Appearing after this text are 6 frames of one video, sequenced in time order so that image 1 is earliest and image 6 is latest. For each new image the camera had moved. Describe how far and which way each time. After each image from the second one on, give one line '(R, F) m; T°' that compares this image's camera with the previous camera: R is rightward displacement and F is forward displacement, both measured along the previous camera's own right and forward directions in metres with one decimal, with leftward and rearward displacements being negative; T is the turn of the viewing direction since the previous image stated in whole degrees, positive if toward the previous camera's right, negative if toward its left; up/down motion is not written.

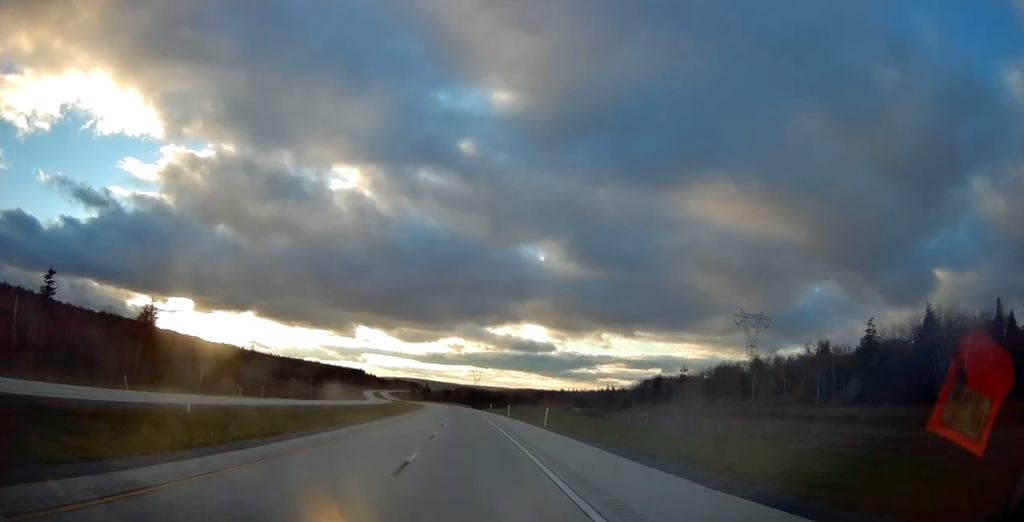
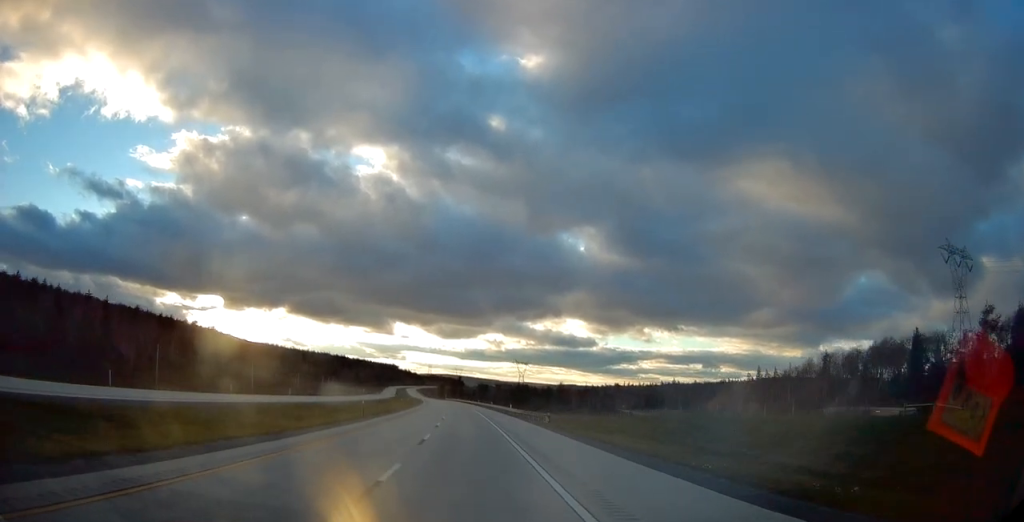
(-4.4, +127.0) m; -4°
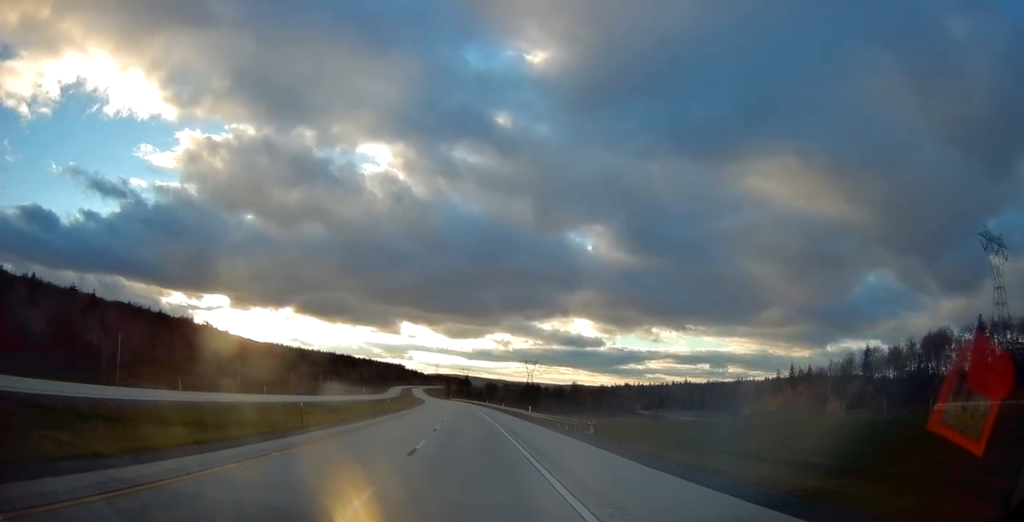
(-0.1, +16.6) m; 0°
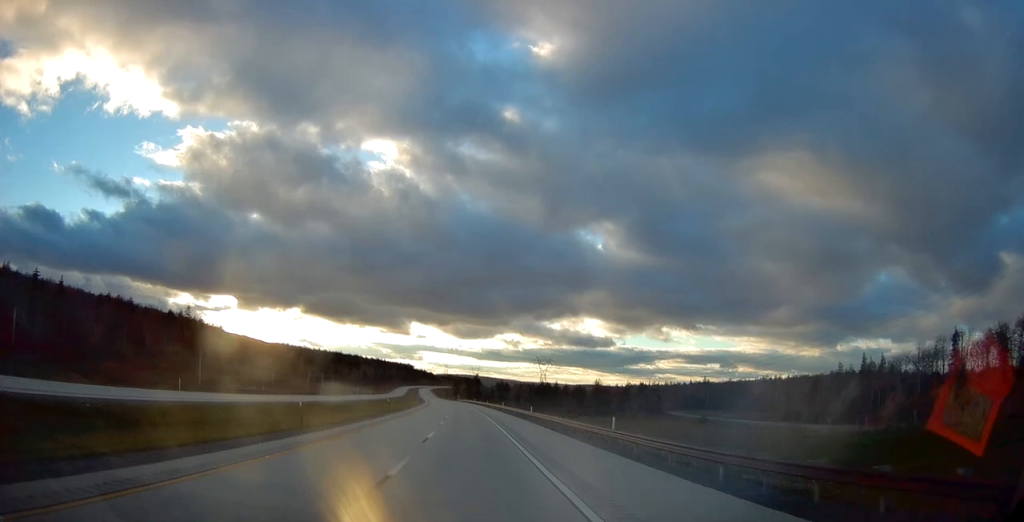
(-0.2, +31.1) m; -1°
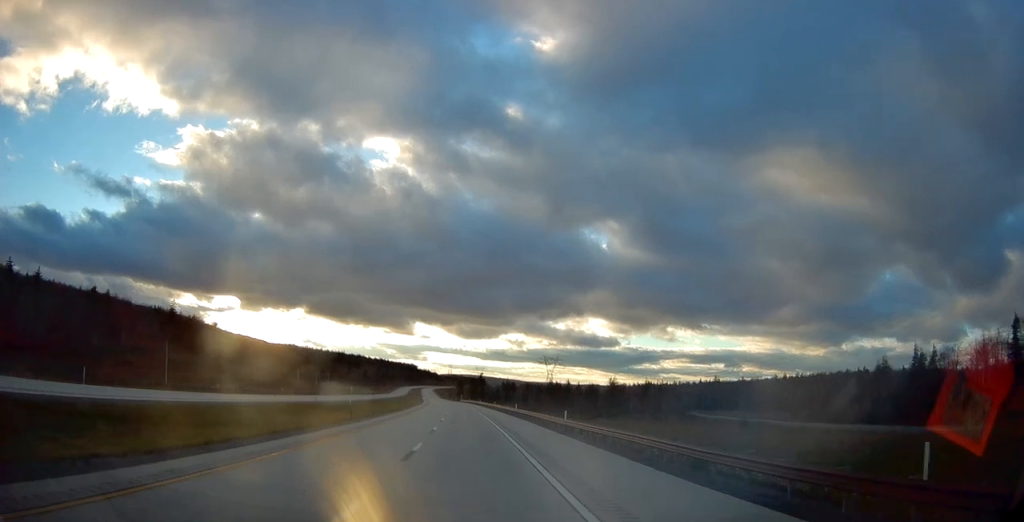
(+0.1, +18.7) m; -1°
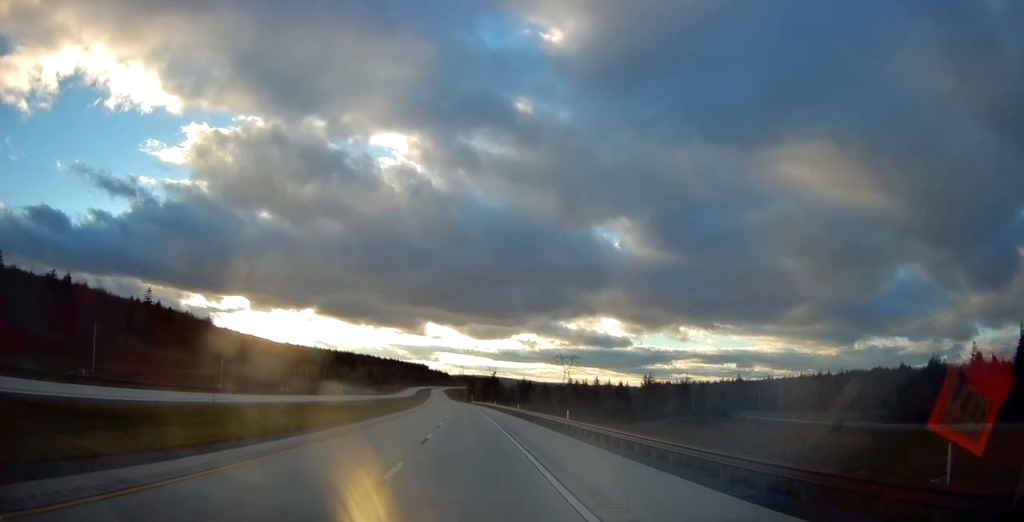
(-0.5, +30.9) m; -1°
